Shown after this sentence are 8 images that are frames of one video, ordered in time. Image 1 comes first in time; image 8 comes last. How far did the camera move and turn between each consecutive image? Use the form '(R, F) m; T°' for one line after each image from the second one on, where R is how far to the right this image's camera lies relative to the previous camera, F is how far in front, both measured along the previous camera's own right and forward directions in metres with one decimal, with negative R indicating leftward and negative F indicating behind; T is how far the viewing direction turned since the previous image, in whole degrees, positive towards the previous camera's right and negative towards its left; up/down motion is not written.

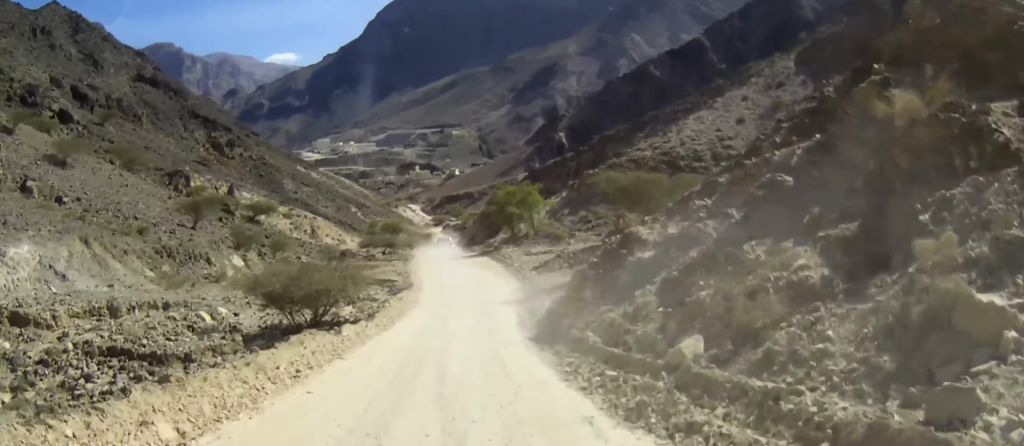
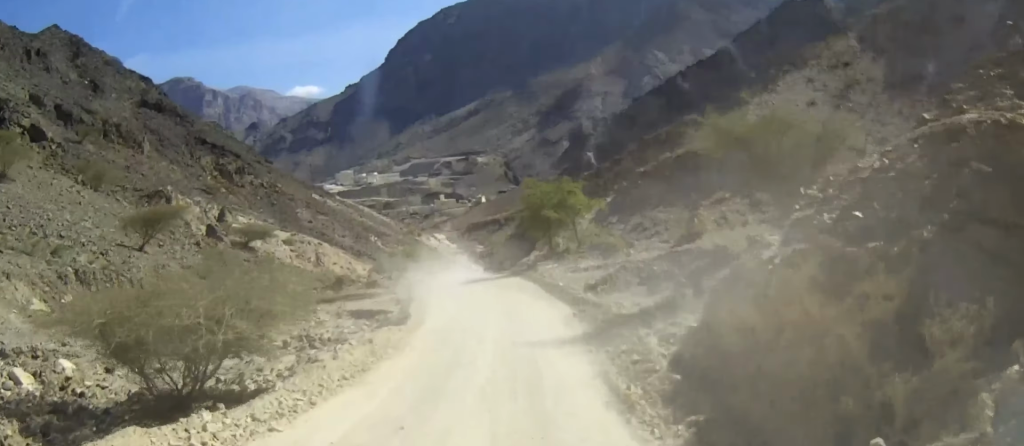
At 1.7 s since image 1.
(-0.3, +13.7) m; -2°
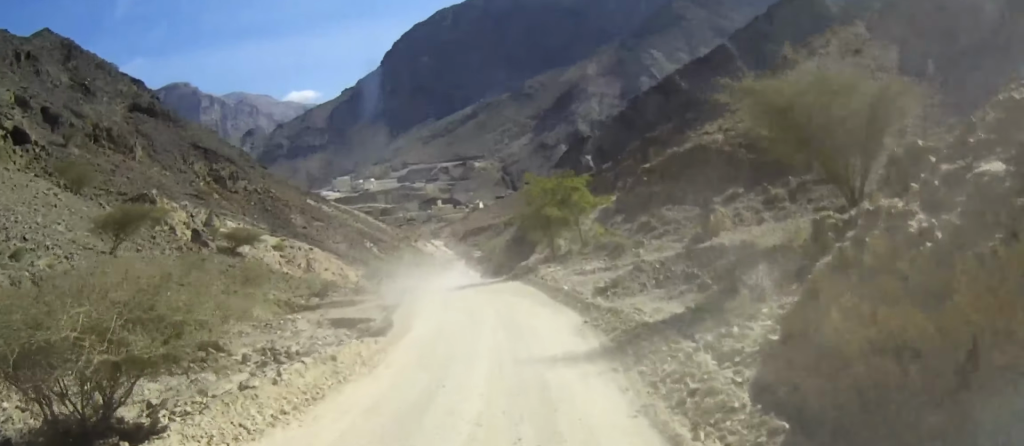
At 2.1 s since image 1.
(-0.1, +3.7) m; 0°
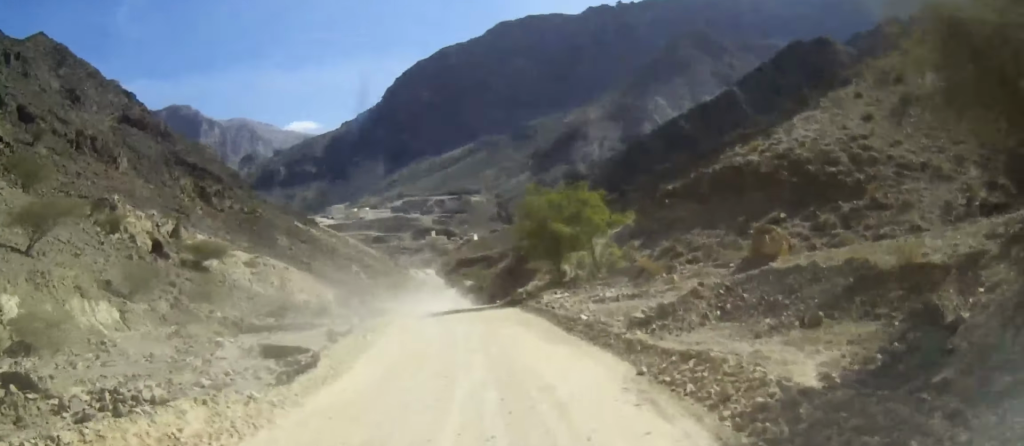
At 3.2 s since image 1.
(+0.1, +8.9) m; 0°
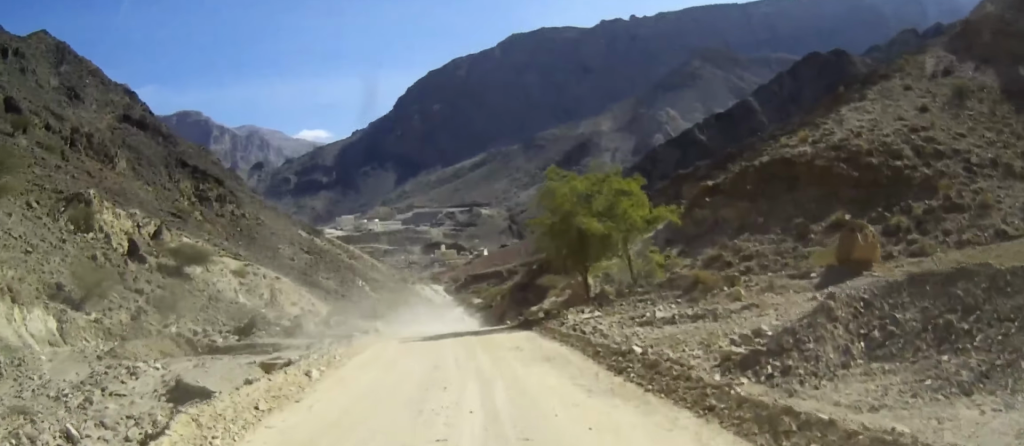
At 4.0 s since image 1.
(0.0, +7.3) m; -1°
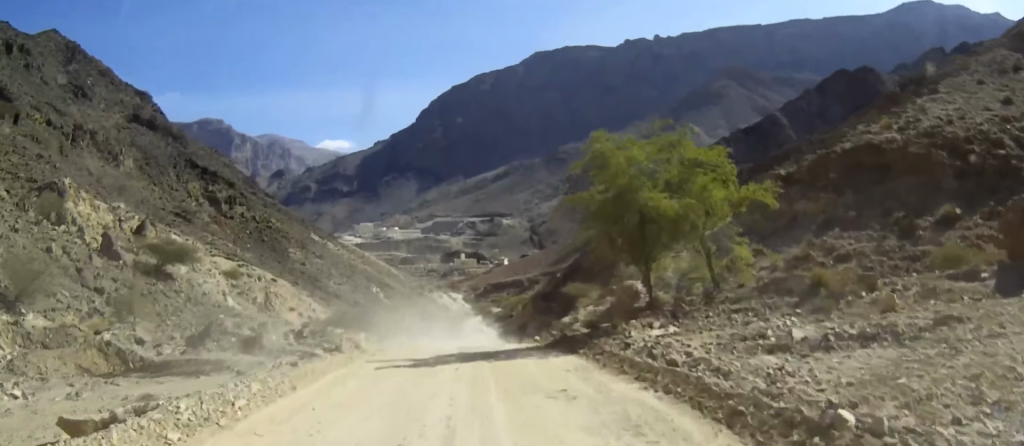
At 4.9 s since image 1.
(-0.1, +8.0) m; -2°
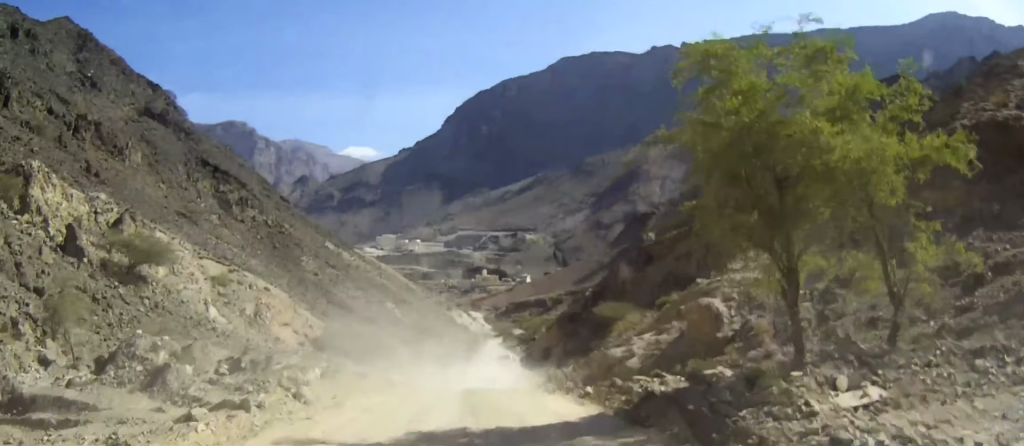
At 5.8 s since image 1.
(-0.2, +8.8) m; -1°
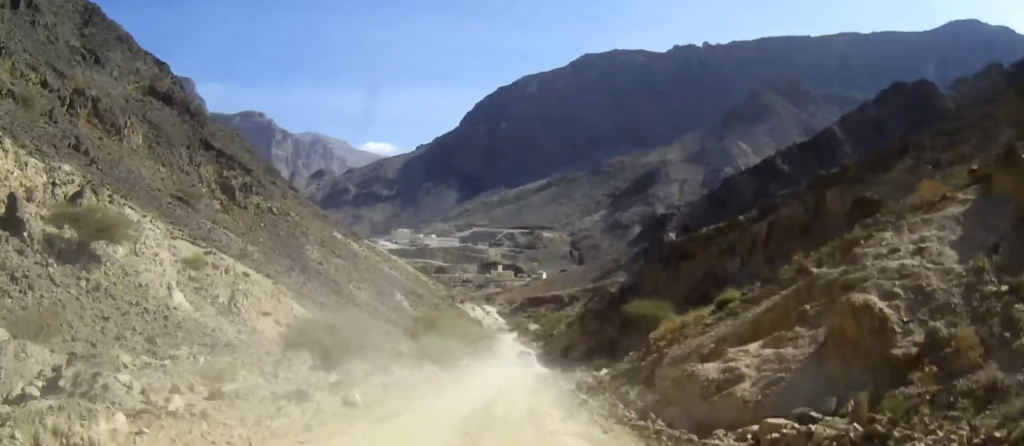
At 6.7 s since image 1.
(-0.1, +9.2) m; -1°
